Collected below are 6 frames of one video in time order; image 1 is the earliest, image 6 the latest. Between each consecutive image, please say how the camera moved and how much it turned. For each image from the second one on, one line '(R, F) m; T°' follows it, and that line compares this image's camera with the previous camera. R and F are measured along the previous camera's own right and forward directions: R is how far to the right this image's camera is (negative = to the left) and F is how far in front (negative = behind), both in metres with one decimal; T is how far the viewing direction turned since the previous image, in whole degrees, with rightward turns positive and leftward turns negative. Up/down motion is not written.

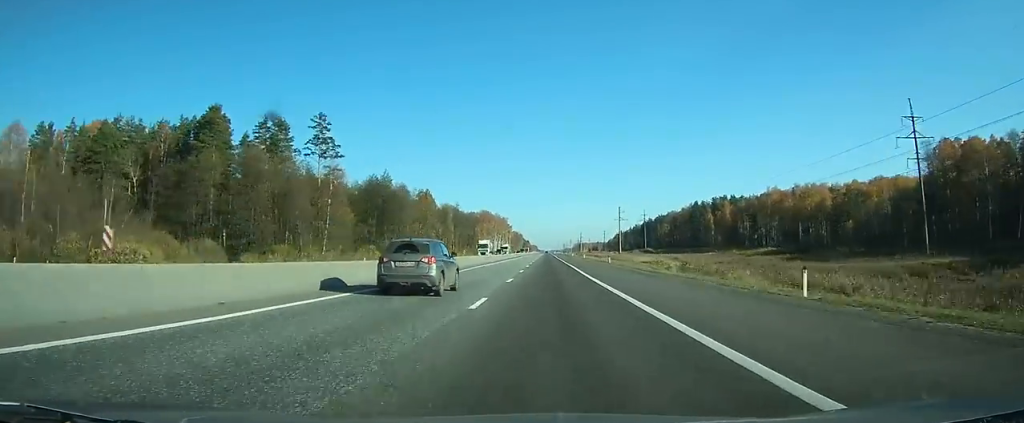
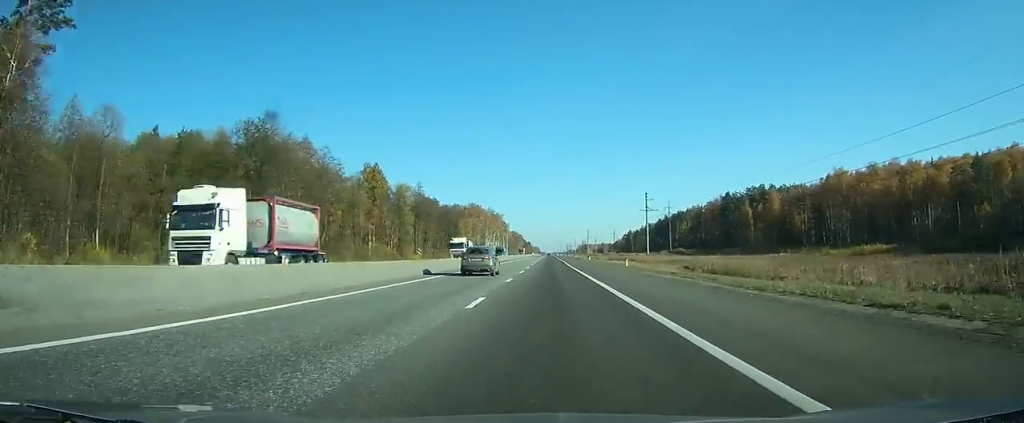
(+0.2, +61.6) m; 0°
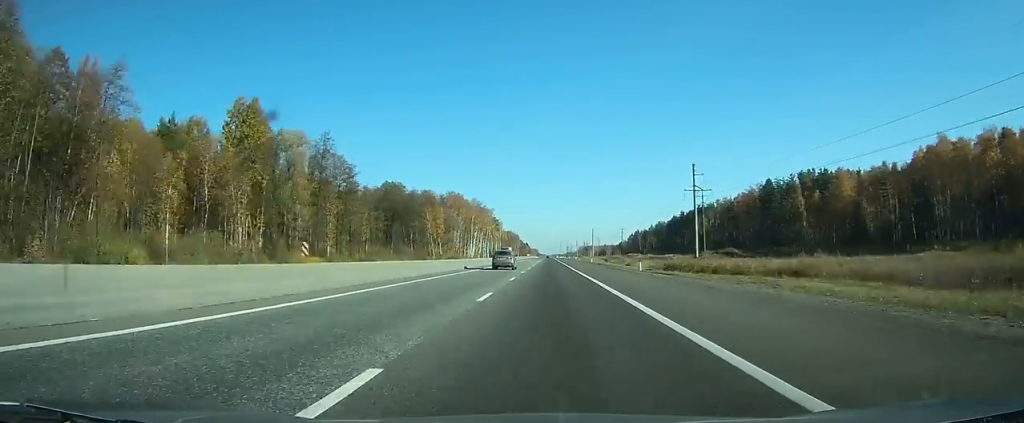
(-0.1, +57.4) m; 0°
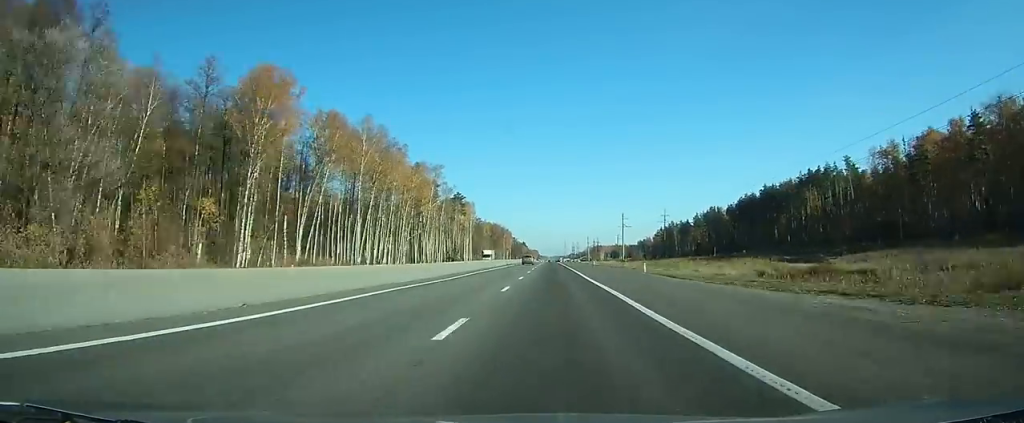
(-0.1, +147.9) m; 0°
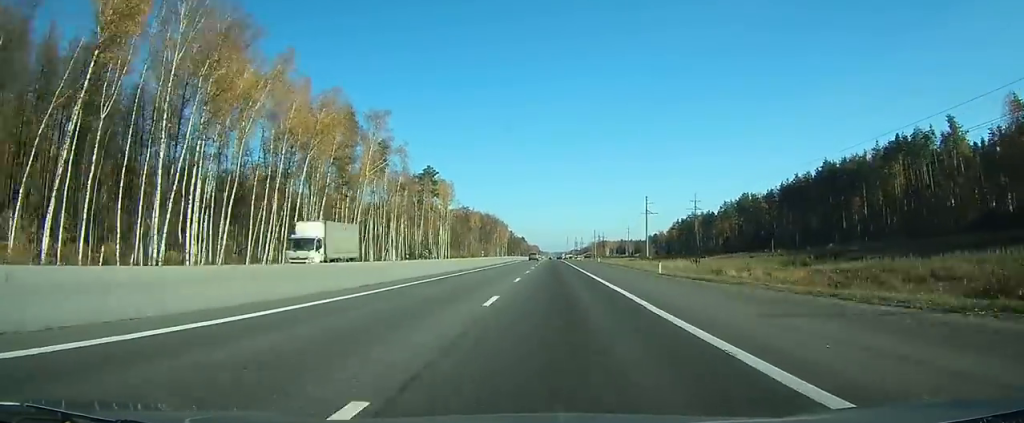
(+0.1, +56.6) m; 0°
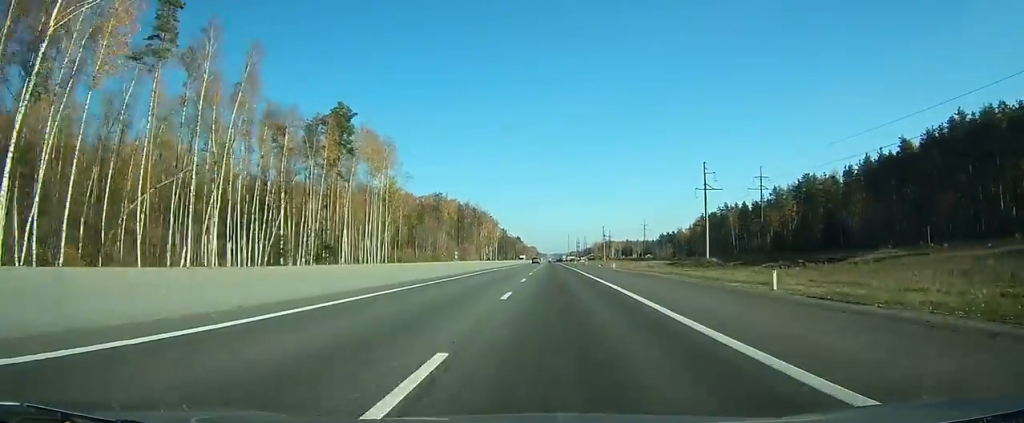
(0.0, +69.2) m; 0°
